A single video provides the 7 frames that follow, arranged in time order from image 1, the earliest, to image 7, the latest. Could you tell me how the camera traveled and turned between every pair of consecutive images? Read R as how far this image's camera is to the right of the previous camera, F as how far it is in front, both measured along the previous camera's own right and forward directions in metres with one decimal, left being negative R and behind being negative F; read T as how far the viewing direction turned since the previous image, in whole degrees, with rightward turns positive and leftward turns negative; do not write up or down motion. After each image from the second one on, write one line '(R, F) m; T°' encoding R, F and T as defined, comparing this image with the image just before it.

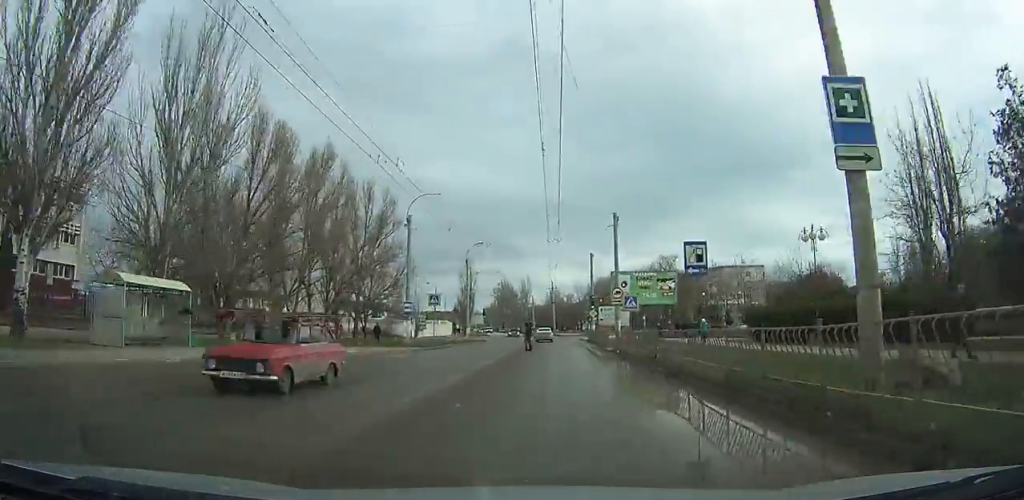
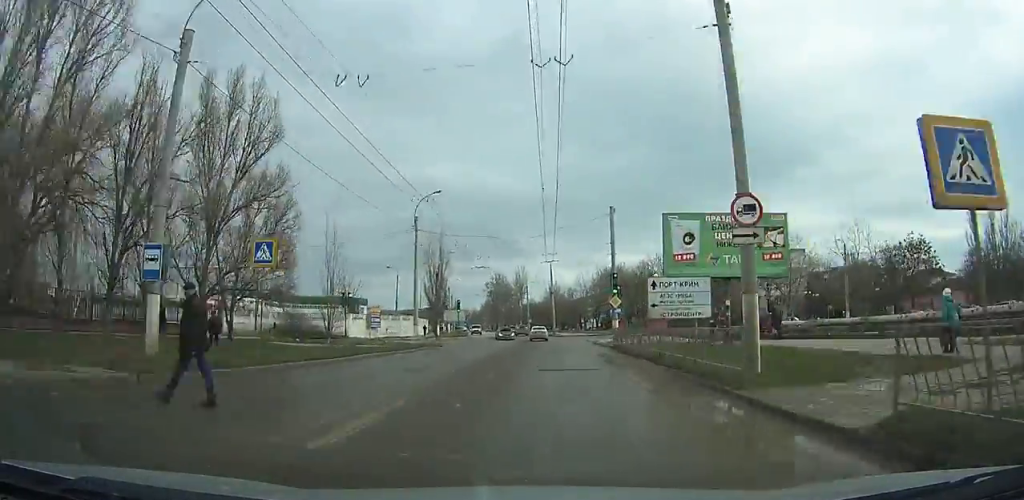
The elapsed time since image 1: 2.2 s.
(-0.4, +25.0) m; -1°
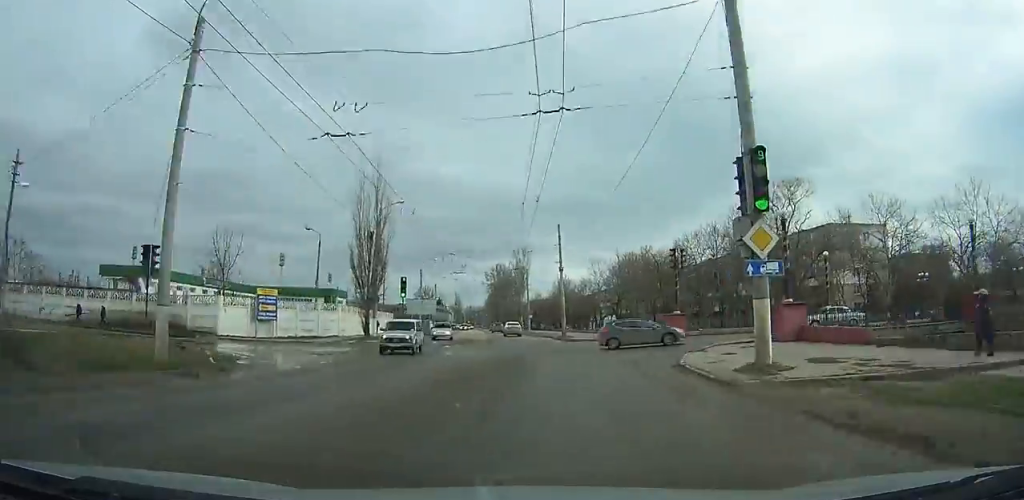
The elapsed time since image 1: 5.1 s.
(+0.5, +26.6) m; +5°
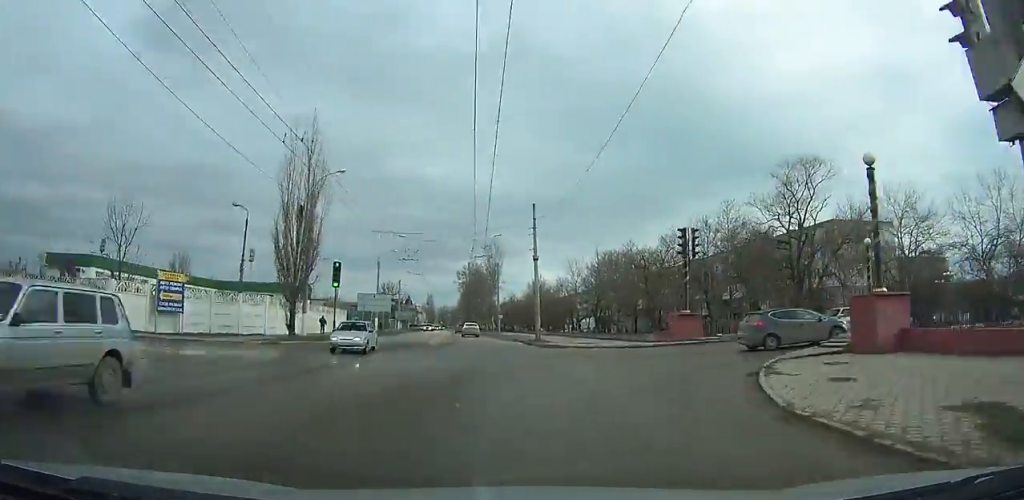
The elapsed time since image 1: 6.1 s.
(0.0, +7.4) m; +5°
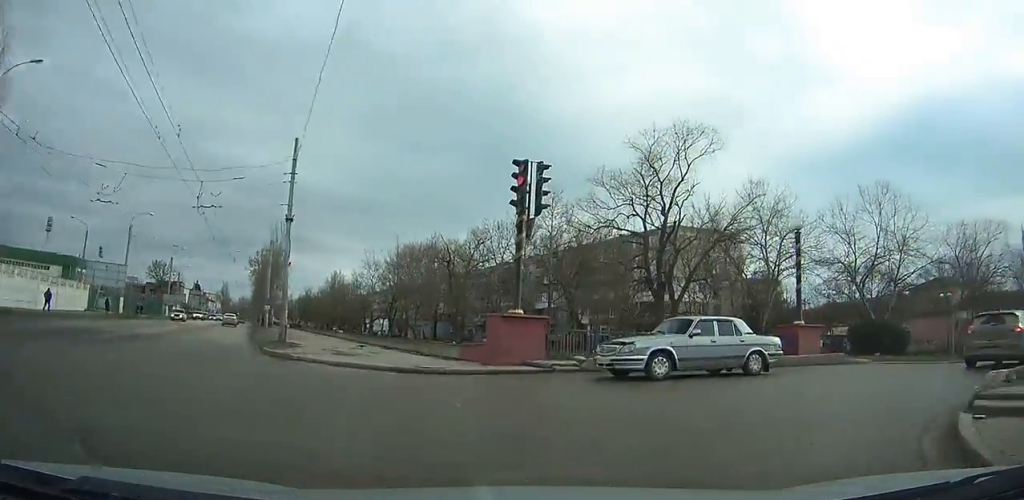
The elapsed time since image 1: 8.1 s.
(+1.6, +11.7) m; +23°
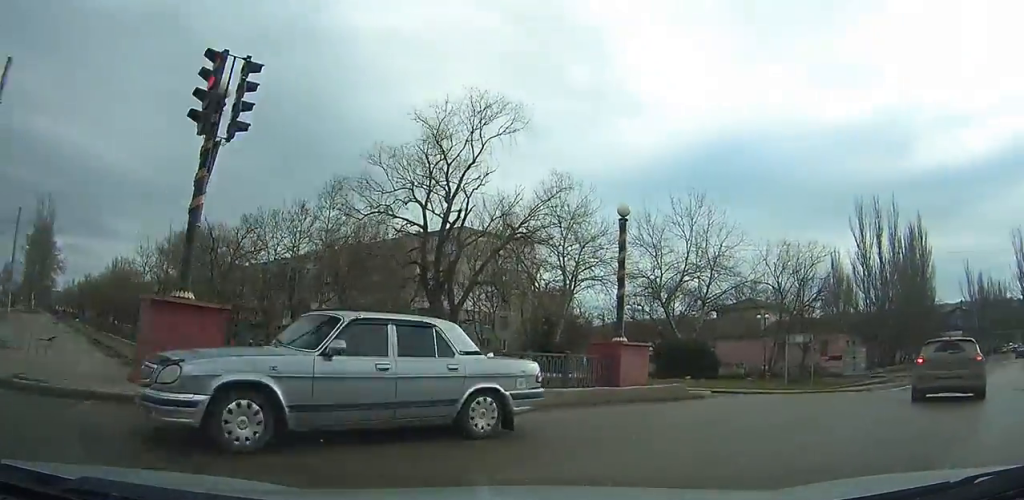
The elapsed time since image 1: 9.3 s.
(+1.0, +5.4) m; +20°
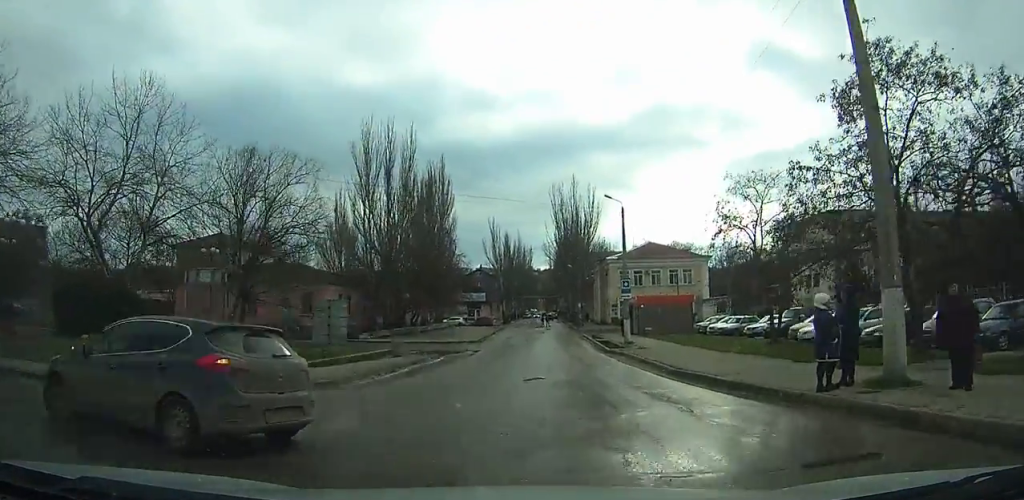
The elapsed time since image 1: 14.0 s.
(+8.9, +15.6) m; +38°
